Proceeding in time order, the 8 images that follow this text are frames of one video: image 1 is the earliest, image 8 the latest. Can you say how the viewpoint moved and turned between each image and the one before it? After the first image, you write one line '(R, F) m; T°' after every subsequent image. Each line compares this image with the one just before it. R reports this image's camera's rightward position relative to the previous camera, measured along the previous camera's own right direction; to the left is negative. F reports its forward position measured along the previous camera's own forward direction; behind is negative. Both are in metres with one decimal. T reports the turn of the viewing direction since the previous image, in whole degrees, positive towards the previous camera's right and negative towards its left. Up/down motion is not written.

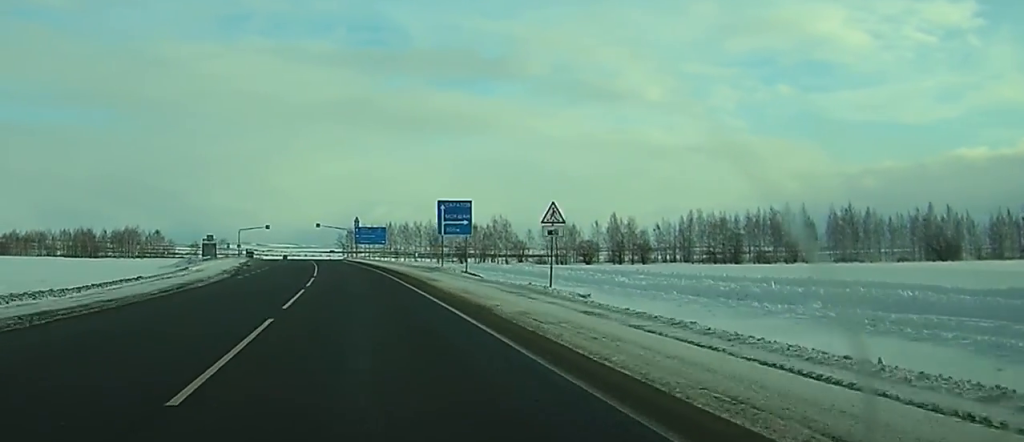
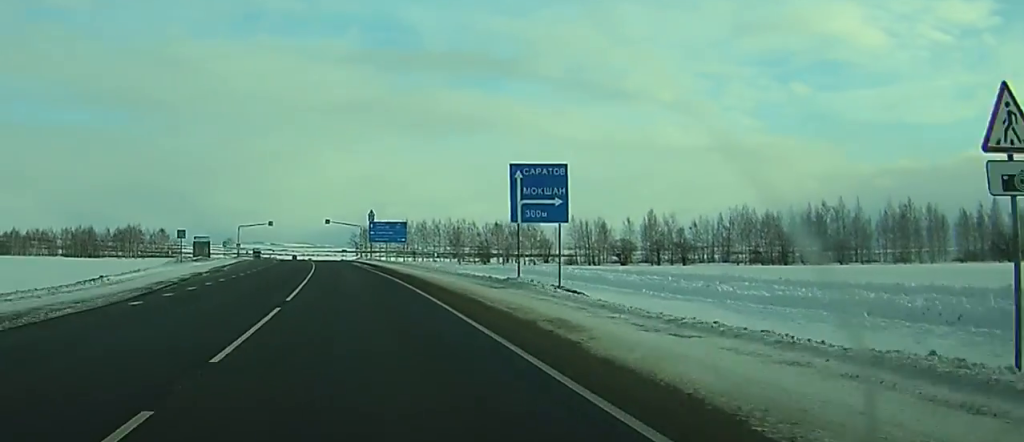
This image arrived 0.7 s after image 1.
(-0.1, +21.5) m; -1°
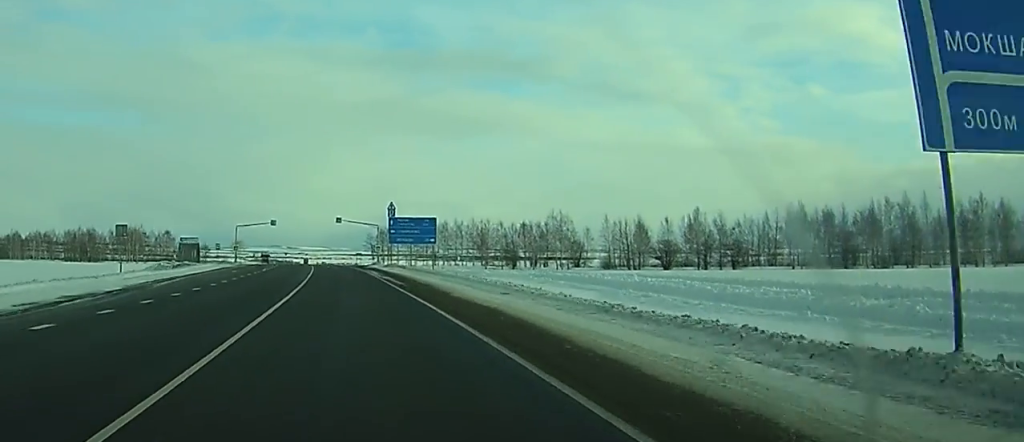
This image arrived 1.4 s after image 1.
(0.0, +22.3) m; -1°
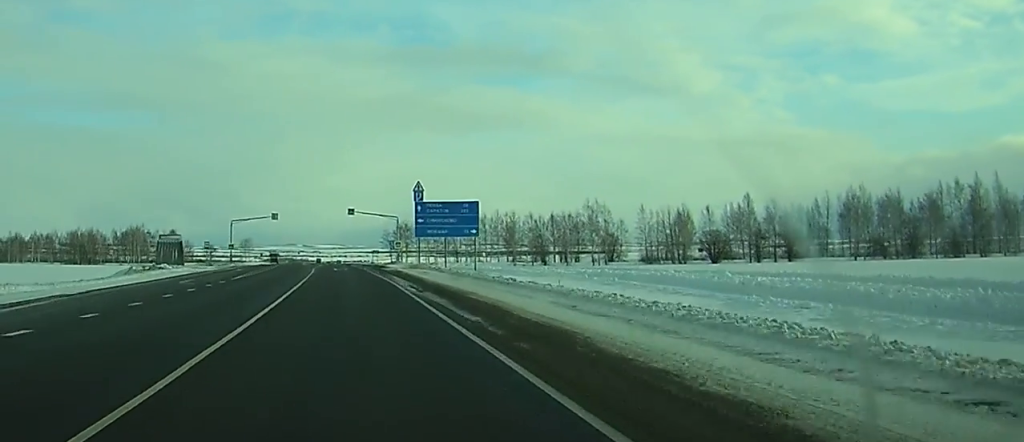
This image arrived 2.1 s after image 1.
(-0.4, +21.1) m; -1°
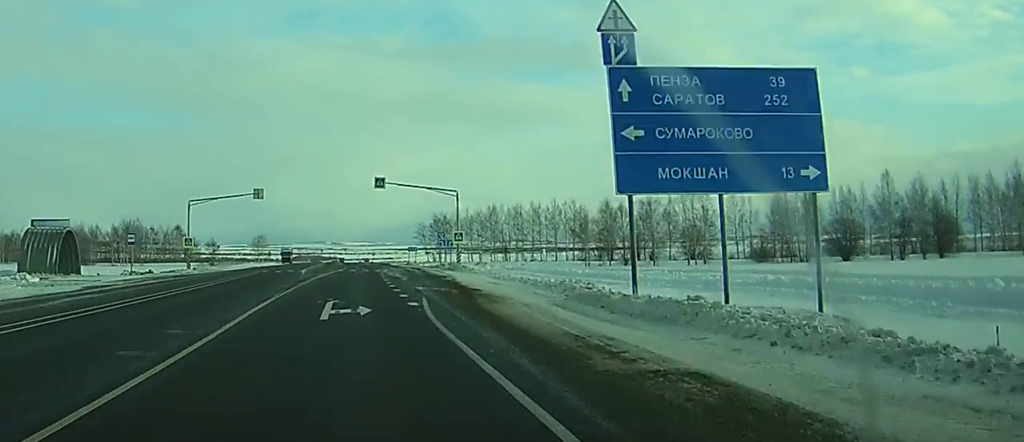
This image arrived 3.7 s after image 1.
(-0.8, +45.4) m; -2°
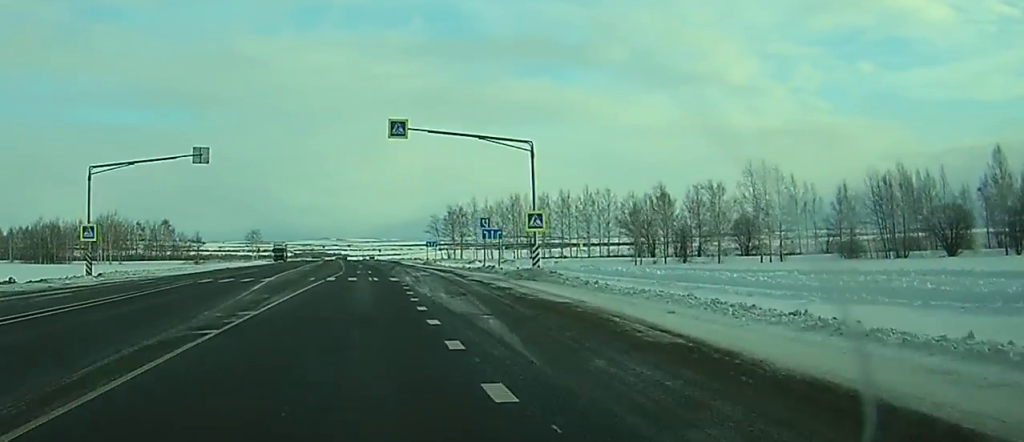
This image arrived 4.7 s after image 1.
(-0.2, +29.0) m; -1°
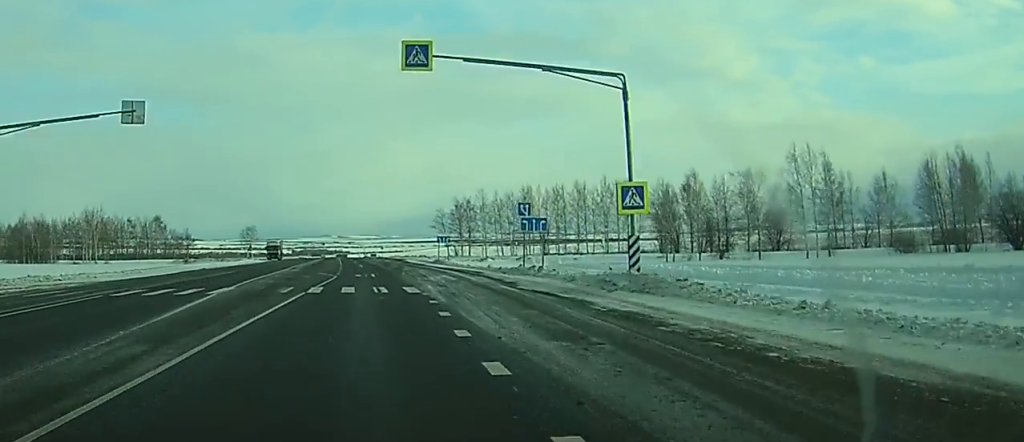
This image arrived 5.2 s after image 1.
(0.0, +14.3) m; 0°
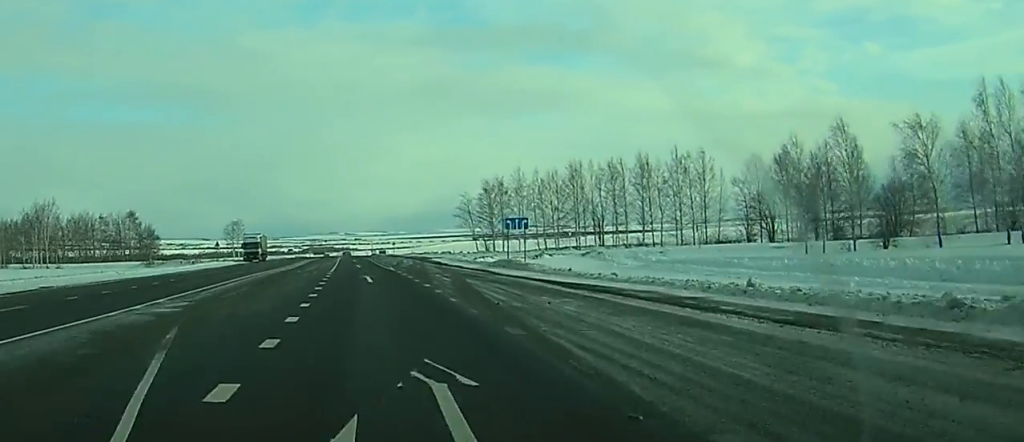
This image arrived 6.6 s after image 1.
(-0.6, +40.0) m; -2°
